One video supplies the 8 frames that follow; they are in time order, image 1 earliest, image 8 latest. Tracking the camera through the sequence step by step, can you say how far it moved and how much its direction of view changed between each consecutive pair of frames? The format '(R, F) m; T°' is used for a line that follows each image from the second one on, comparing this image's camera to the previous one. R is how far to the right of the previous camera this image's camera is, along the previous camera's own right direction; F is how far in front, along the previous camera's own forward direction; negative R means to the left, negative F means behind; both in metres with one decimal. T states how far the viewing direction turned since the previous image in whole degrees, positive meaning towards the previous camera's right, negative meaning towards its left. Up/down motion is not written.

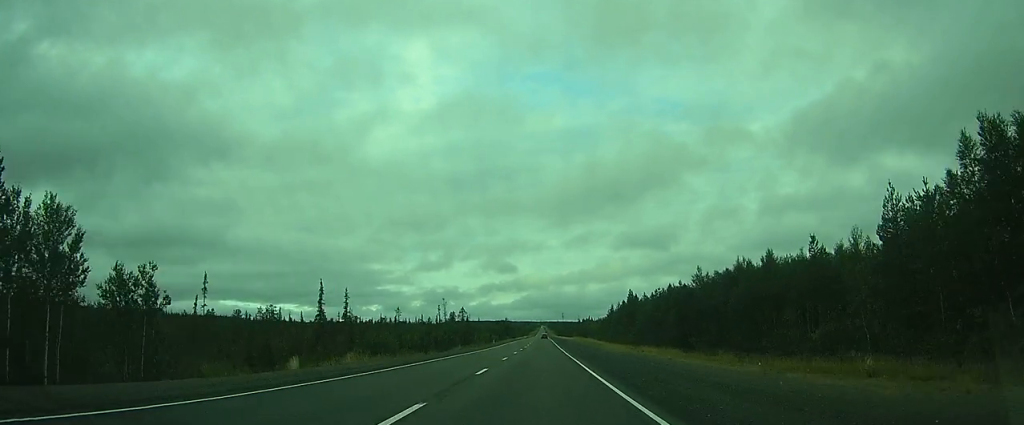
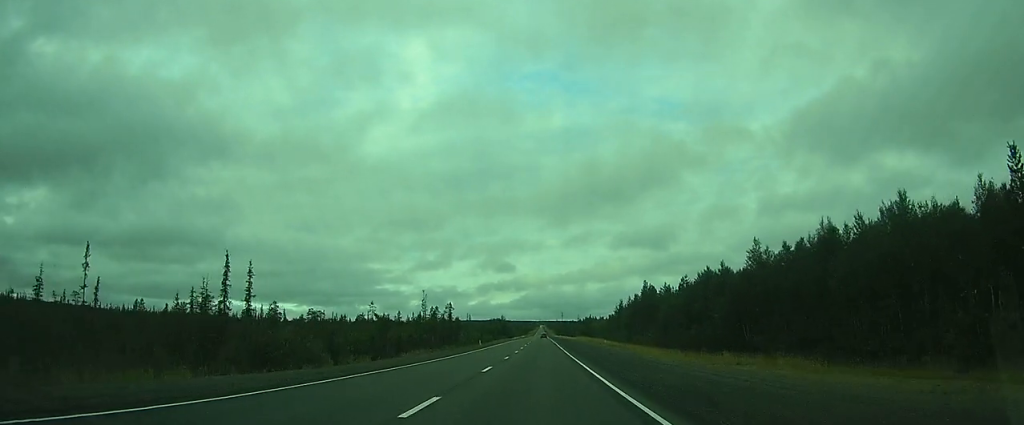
(+0.1, +21.8) m; 0°
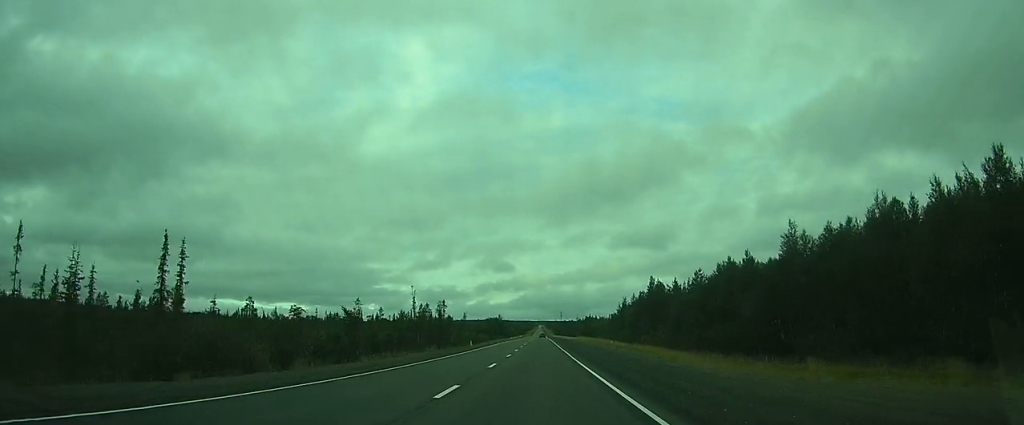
(0.0, +8.8) m; 0°
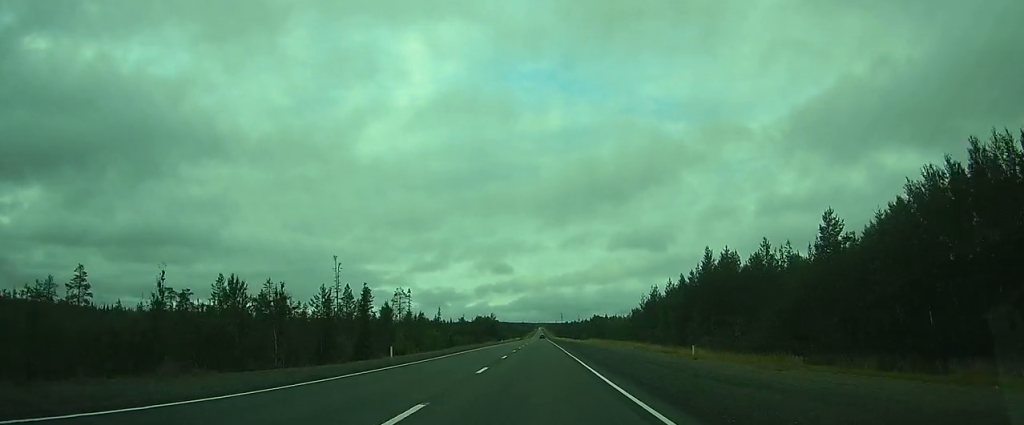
(0.0, +39.0) m; 0°
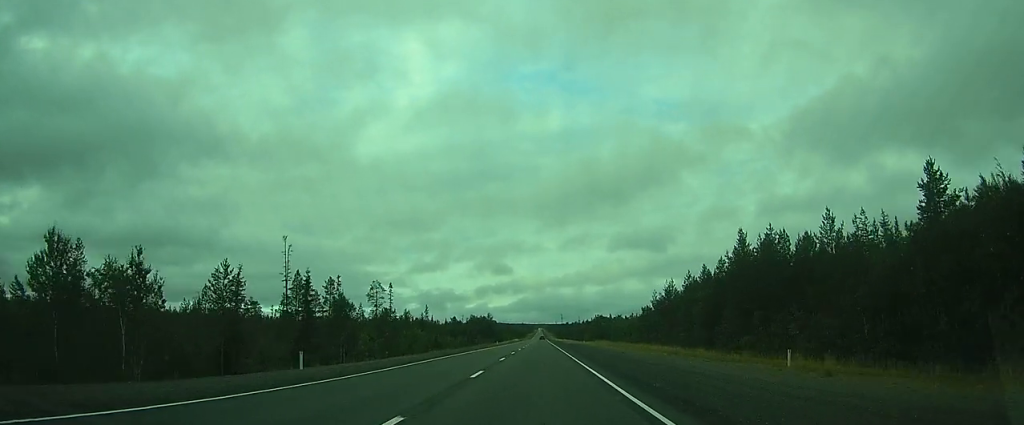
(0.0, +13.4) m; 0°
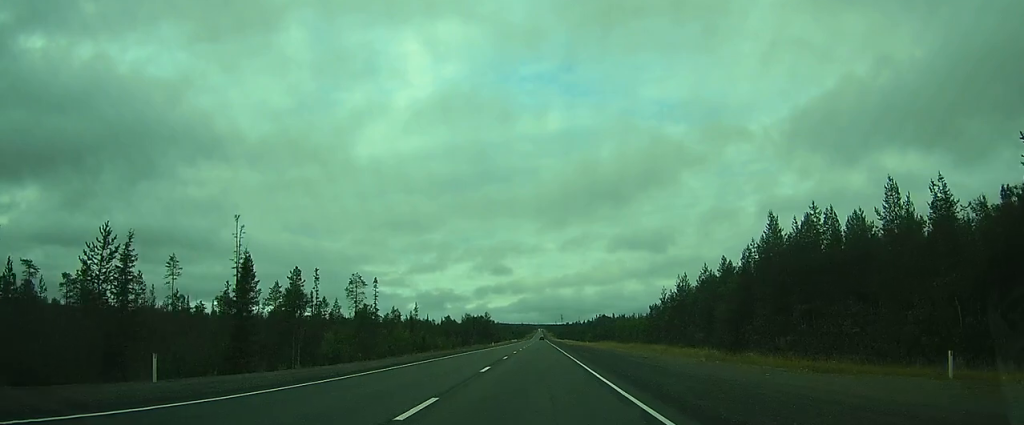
(0.0, +8.9) m; 0°
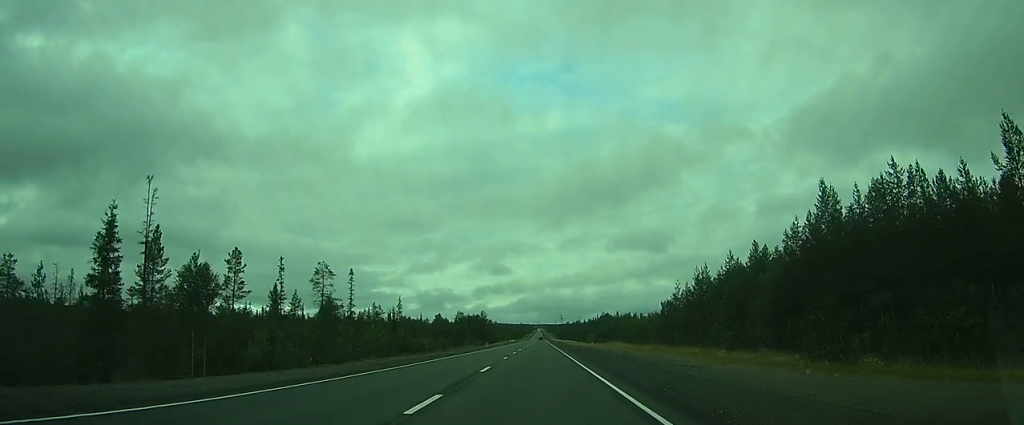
(0.0, +11.2) m; 0°
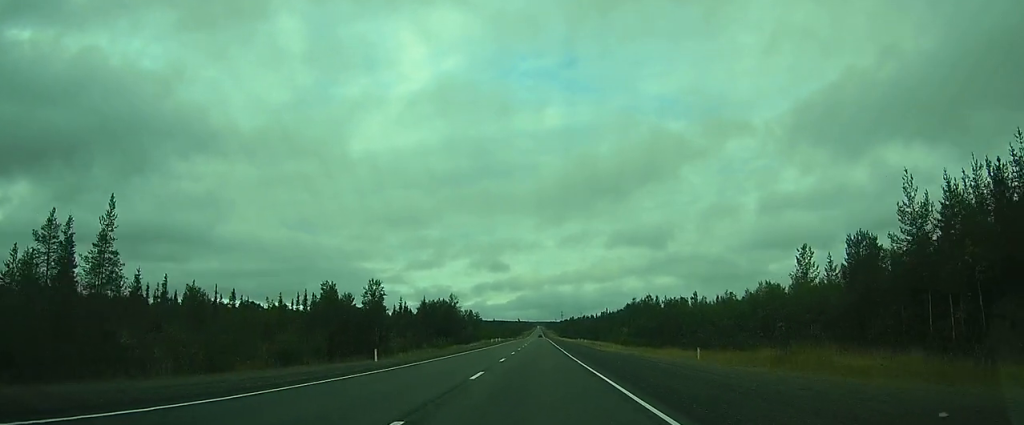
(-0.7, +63.4) m; -1°
